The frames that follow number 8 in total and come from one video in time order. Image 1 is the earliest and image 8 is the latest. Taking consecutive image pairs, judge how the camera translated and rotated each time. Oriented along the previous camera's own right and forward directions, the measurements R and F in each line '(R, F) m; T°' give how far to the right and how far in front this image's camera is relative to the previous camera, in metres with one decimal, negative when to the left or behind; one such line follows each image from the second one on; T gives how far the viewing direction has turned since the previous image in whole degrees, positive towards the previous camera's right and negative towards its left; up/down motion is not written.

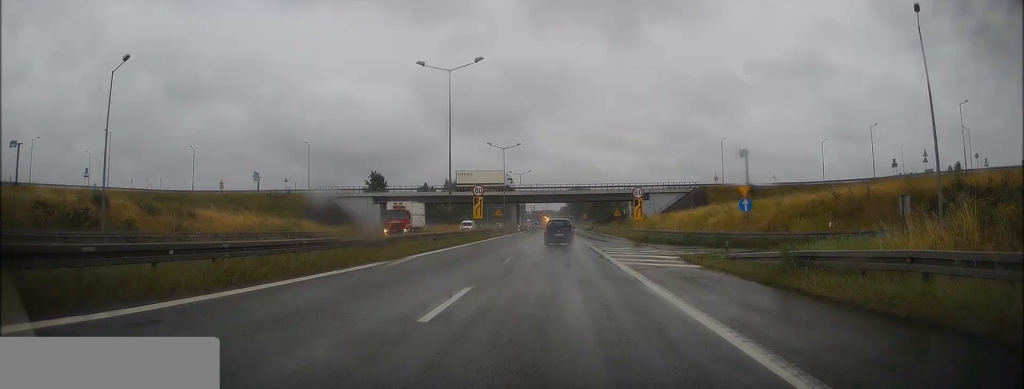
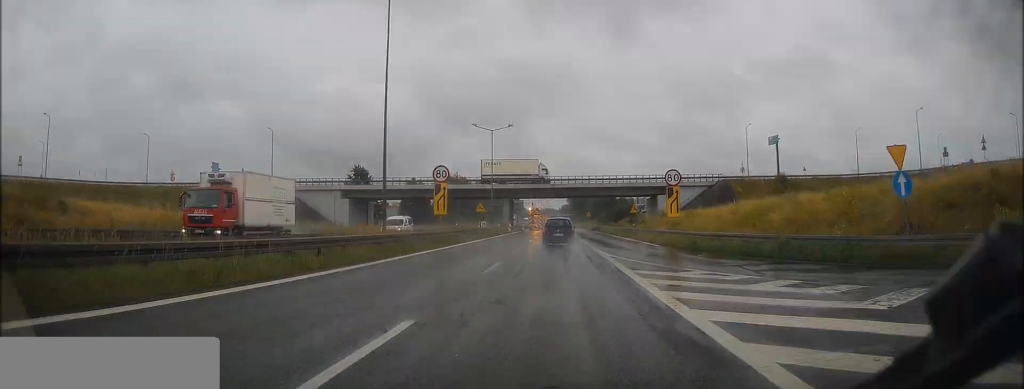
(+0.1, +16.2) m; 0°
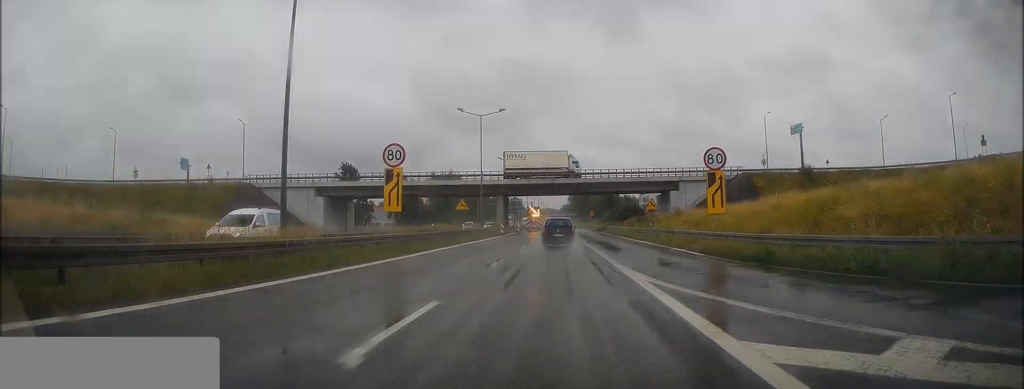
(+0.1, +10.0) m; 0°
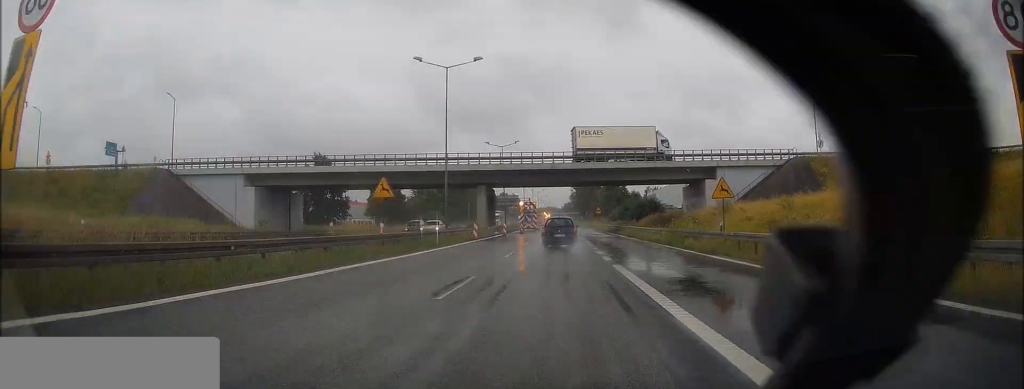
(-0.1, +19.2) m; 0°
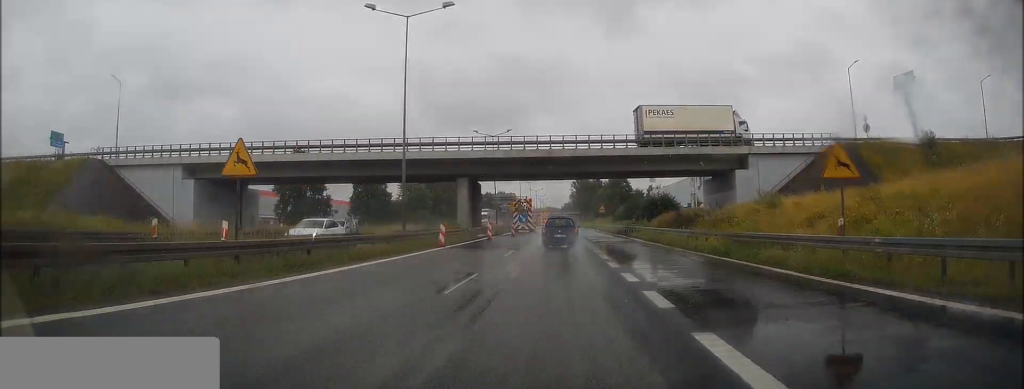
(0.0, +11.1) m; 0°
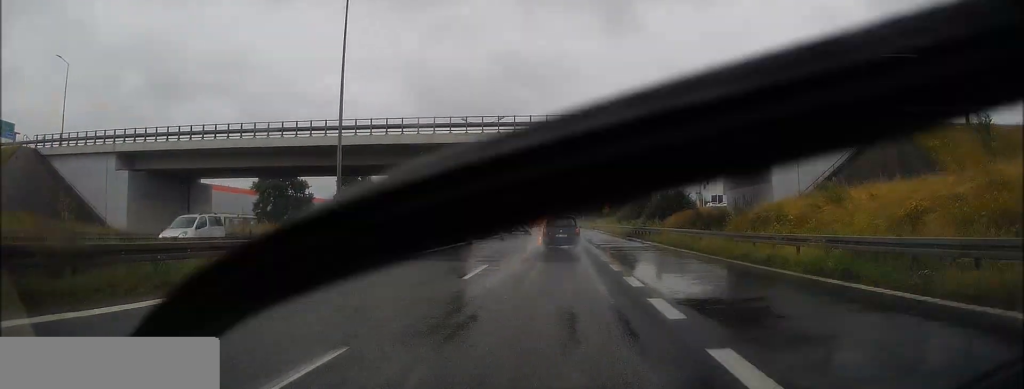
(+0.1, +9.1) m; 0°
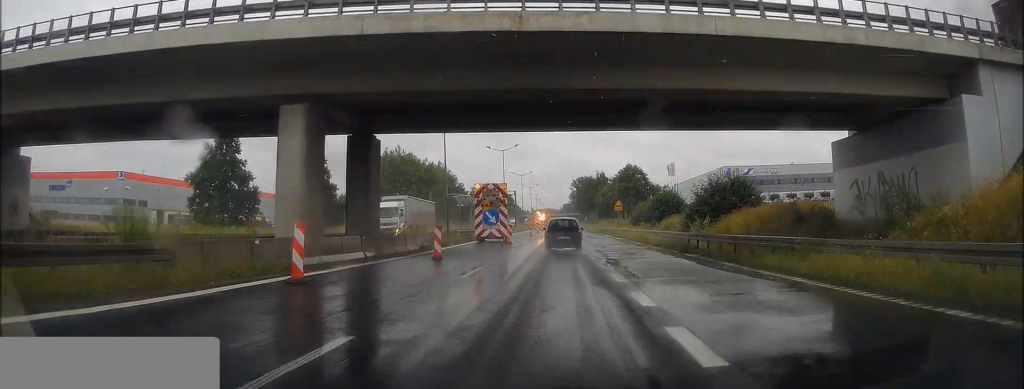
(-0.1, +22.5) m; 0°
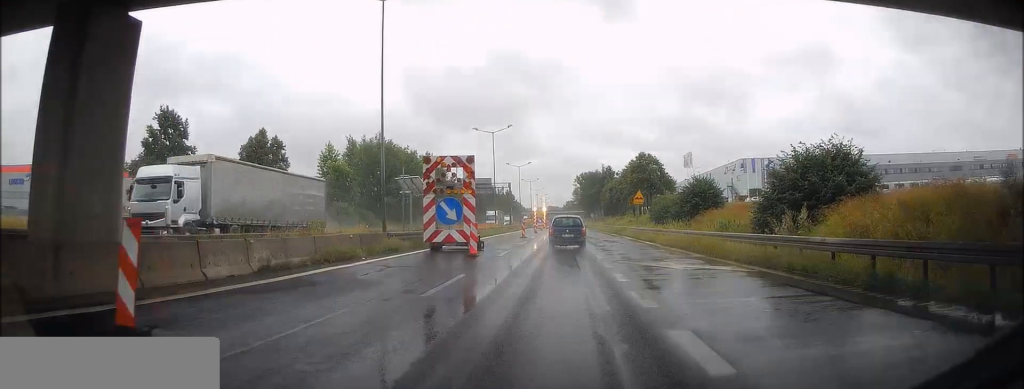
(0.0, +16.4) m; 0°
